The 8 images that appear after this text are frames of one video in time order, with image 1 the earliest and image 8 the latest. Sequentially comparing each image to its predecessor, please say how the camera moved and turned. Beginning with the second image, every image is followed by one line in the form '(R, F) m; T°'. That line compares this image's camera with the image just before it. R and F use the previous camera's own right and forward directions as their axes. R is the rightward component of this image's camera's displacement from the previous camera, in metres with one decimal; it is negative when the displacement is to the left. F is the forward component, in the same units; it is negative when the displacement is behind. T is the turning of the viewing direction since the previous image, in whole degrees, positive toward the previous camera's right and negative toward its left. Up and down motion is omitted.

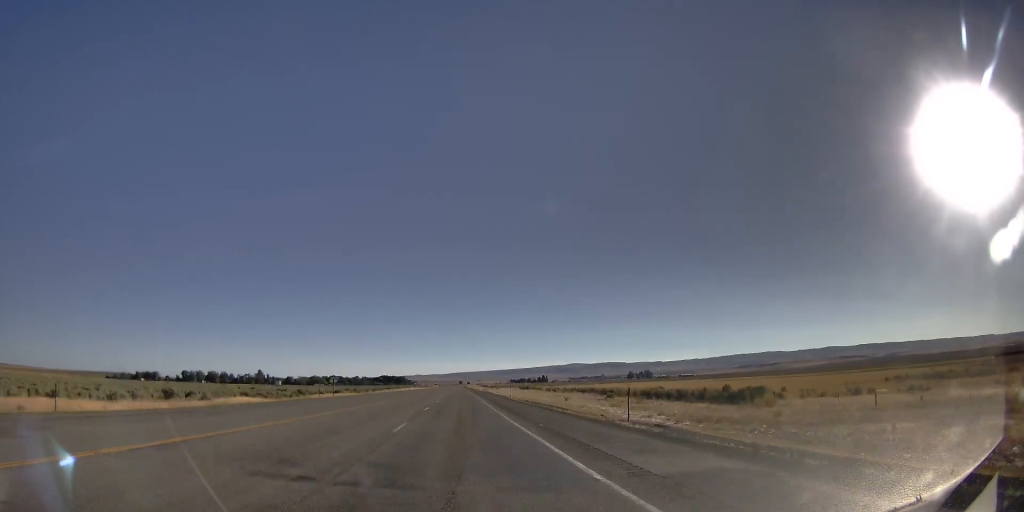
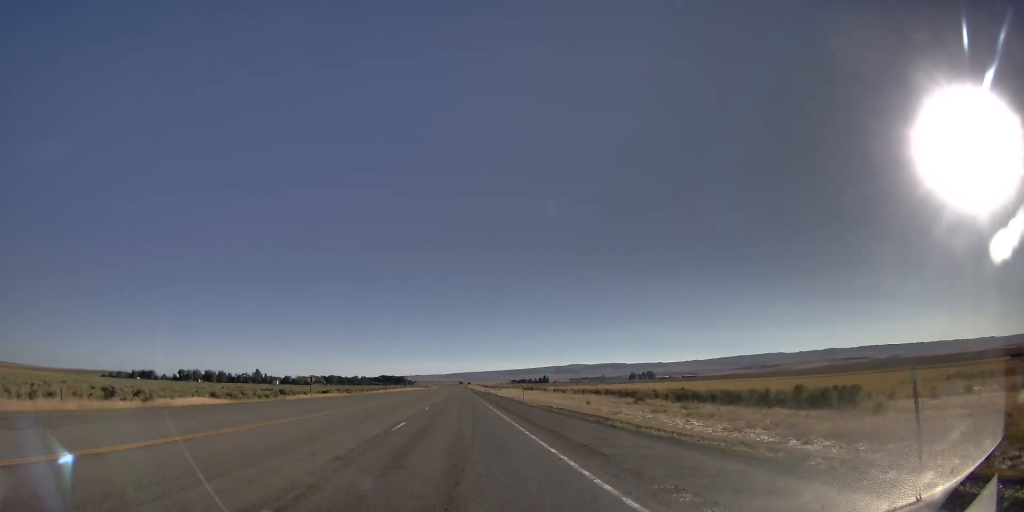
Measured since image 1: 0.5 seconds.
(-0.5, +14.8) m; 0°
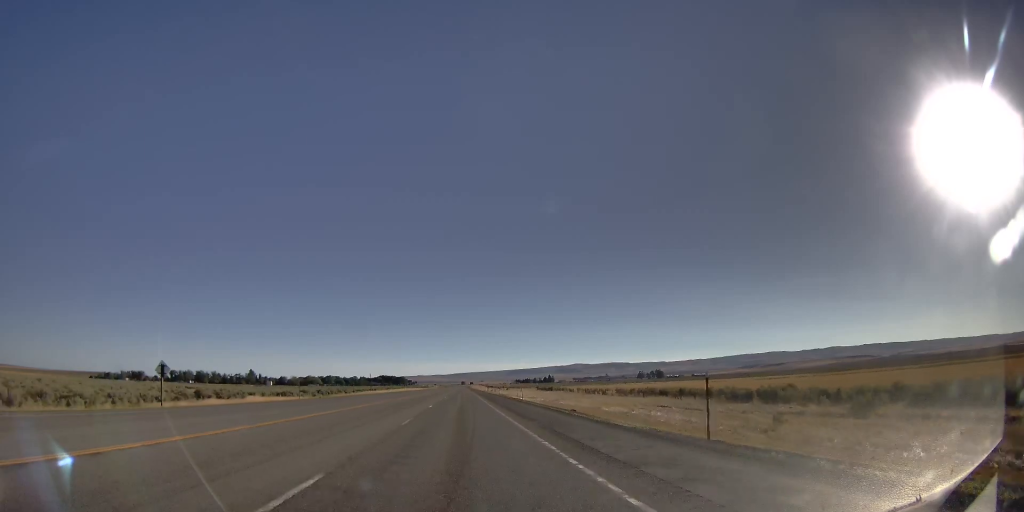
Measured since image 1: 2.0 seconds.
(+0.2, +43.4) m; +1°
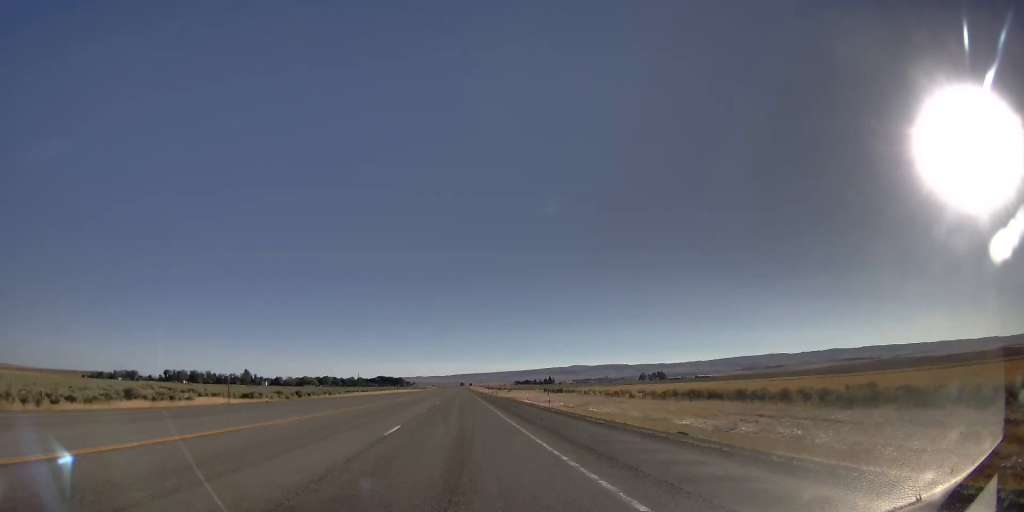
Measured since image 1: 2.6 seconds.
(0.0, +19.6) m; -2°
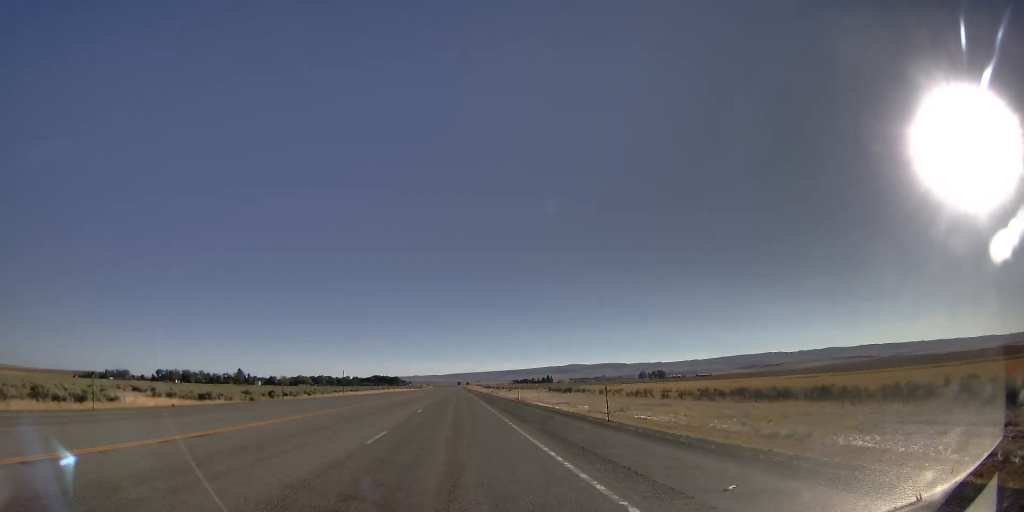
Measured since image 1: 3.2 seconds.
(-0.2, +17.7) m; -1°
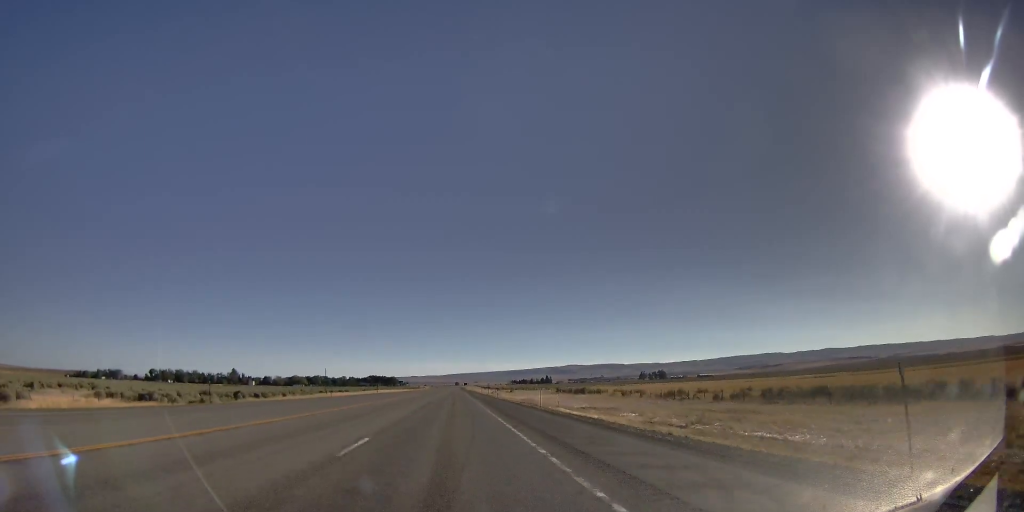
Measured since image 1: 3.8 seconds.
(-0.7, +17.7) m; 0°
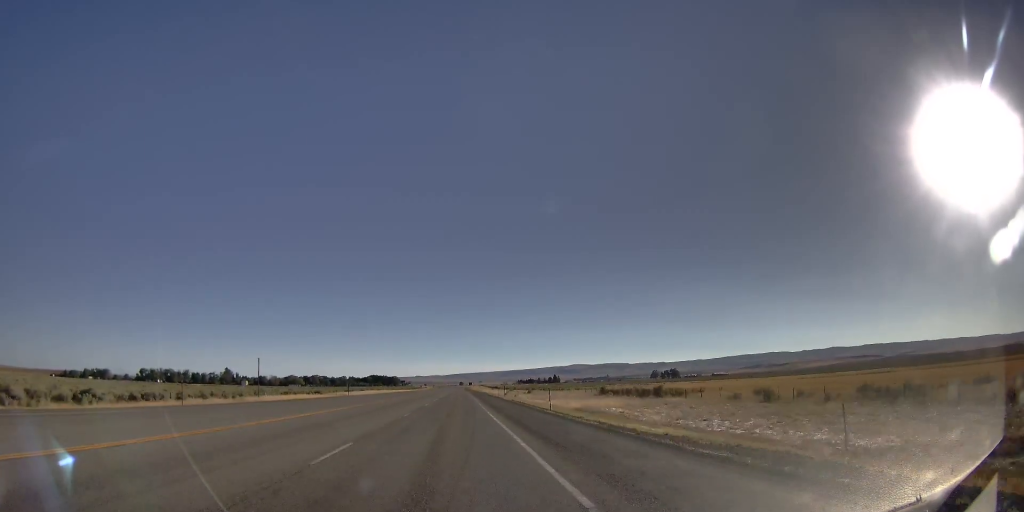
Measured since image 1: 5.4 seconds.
(+1.0, +46.2) m; +2°
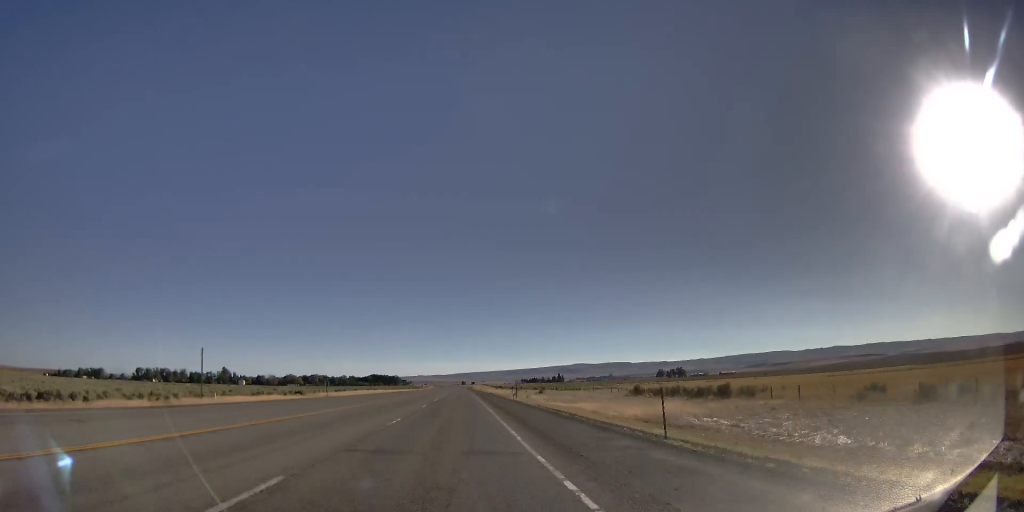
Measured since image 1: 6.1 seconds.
(-0.1, +20.6) m; 0°
